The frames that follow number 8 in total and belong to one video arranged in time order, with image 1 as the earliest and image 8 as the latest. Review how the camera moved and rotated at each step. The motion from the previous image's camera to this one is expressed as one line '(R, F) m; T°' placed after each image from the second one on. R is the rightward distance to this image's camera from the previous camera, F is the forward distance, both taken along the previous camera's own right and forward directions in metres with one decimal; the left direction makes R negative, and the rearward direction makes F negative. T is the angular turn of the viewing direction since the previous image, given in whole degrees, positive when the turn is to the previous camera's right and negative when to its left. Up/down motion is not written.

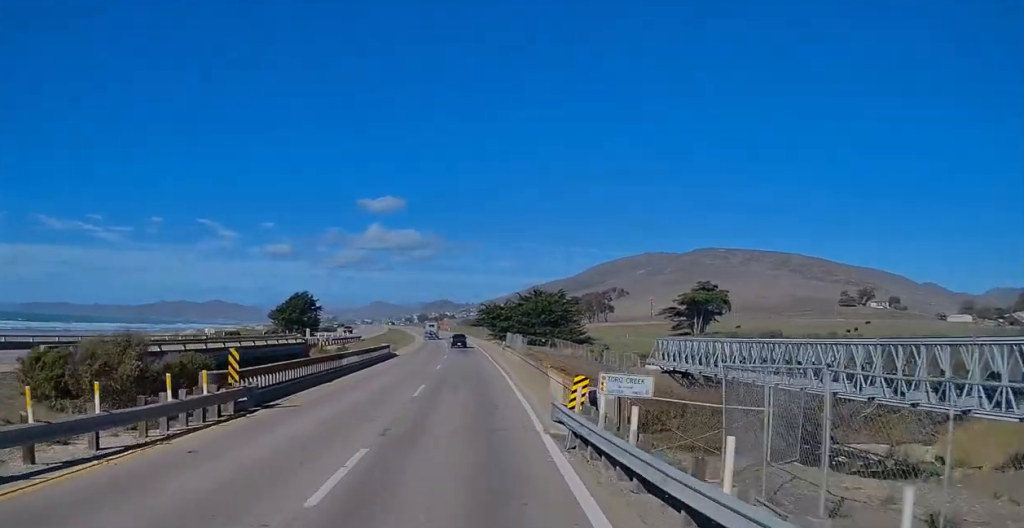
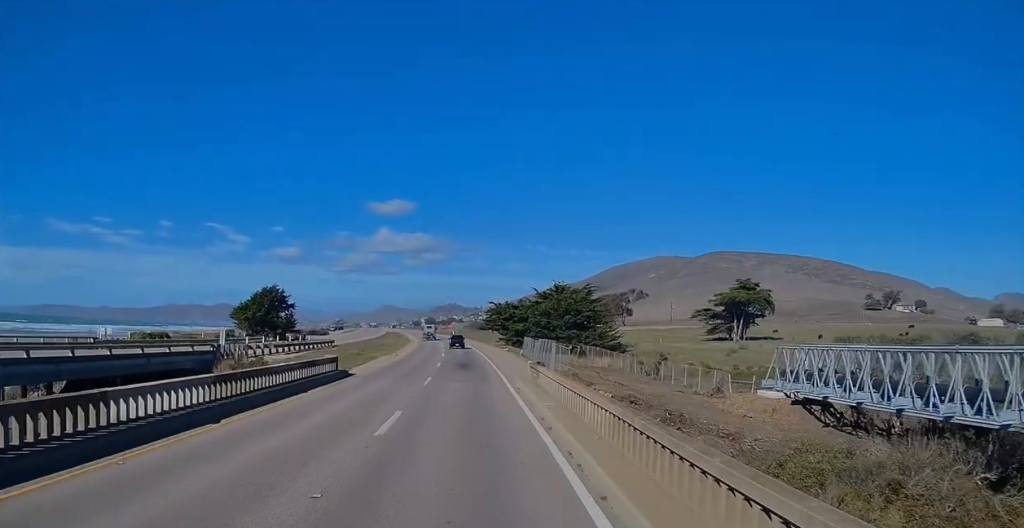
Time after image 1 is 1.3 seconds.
(+0.2, +23.1) m; 0°
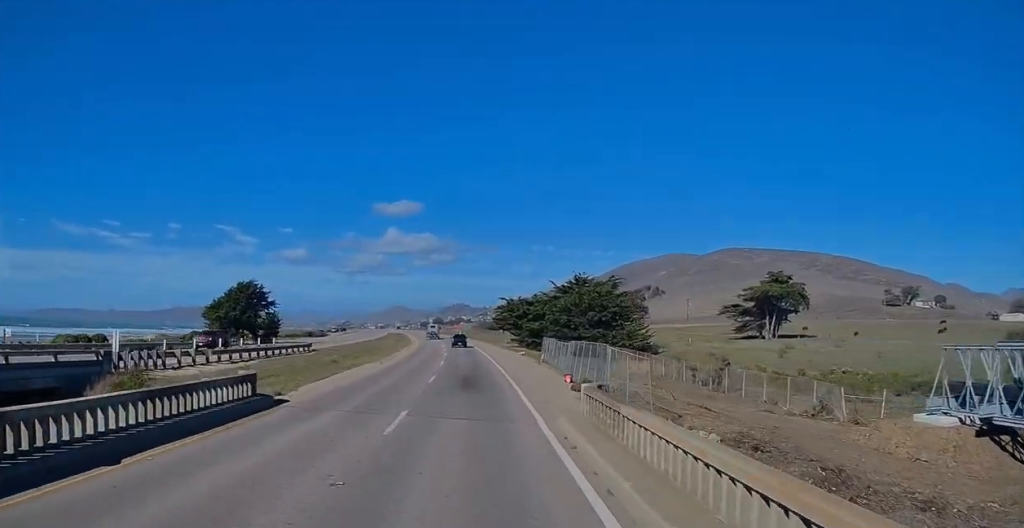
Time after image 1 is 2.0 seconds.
(+0.1, +13.1) m; -1°
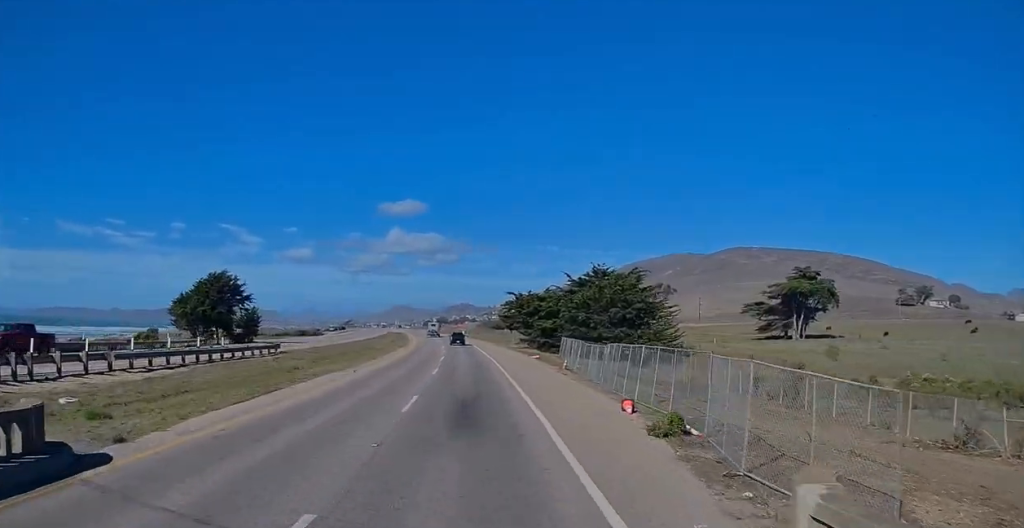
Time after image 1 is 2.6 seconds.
(-0.3, +11.8) m; 0°
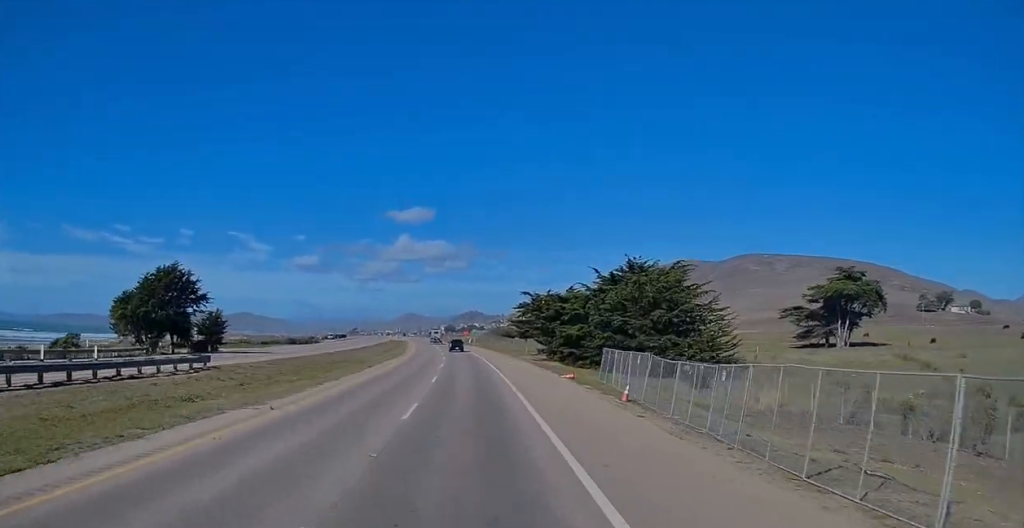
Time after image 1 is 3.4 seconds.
(-0.2, +15.3) m; -1°
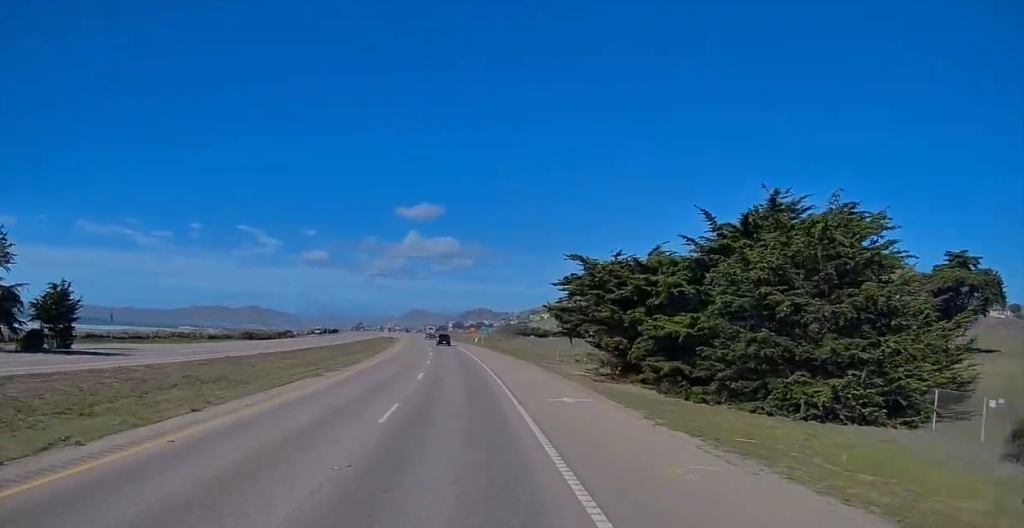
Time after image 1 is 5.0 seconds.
(-0.1, +32.5) m; -1°
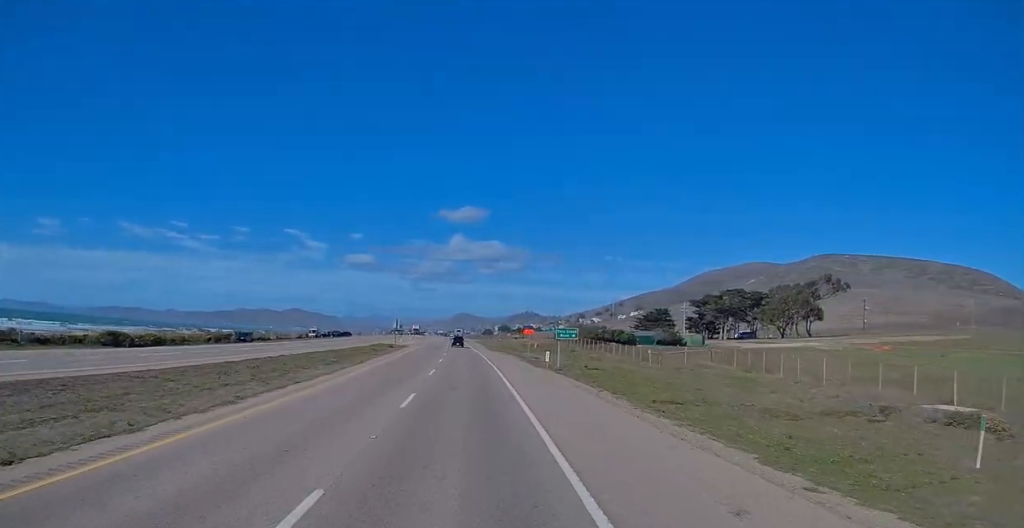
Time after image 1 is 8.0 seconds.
(-2.7, +53.6) m; -6°
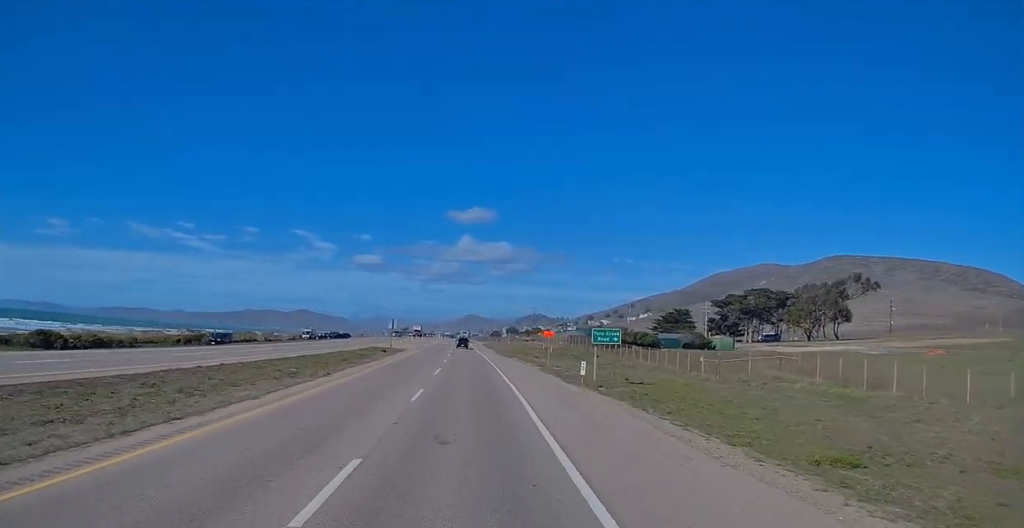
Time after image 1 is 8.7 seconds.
(-0.1, +12.5) m; 0°
